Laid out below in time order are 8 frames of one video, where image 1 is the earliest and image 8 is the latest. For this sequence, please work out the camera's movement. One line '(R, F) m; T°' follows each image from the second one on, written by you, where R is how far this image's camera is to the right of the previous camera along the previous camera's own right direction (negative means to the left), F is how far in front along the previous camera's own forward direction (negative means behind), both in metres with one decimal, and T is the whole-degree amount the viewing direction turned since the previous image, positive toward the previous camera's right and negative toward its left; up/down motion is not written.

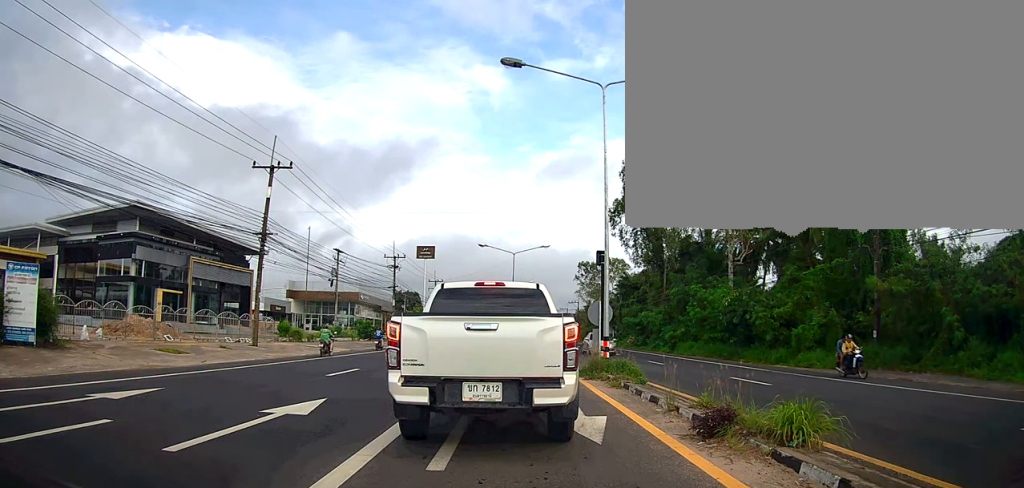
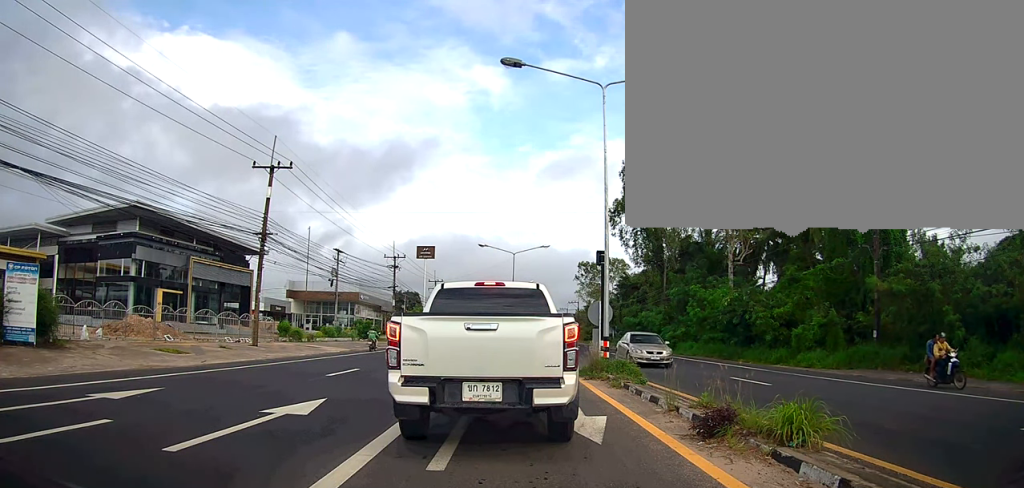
(0.0, 0.0) m; 0°
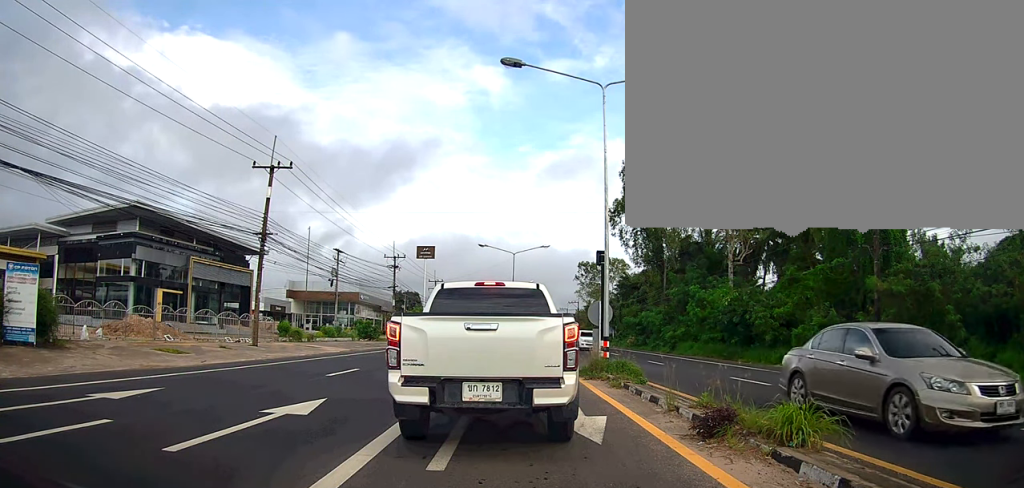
(0.0, 0.0) m; 0°
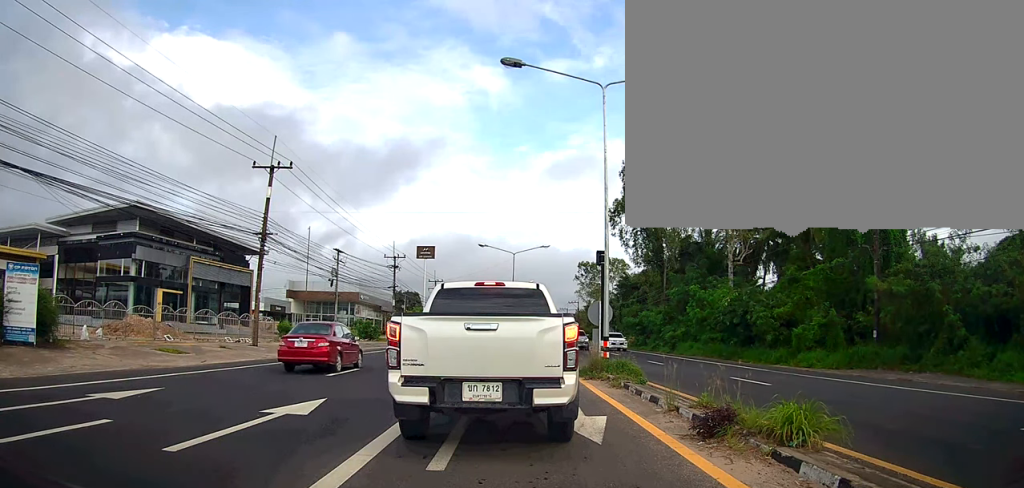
(0.0, 0.0) m; 0°
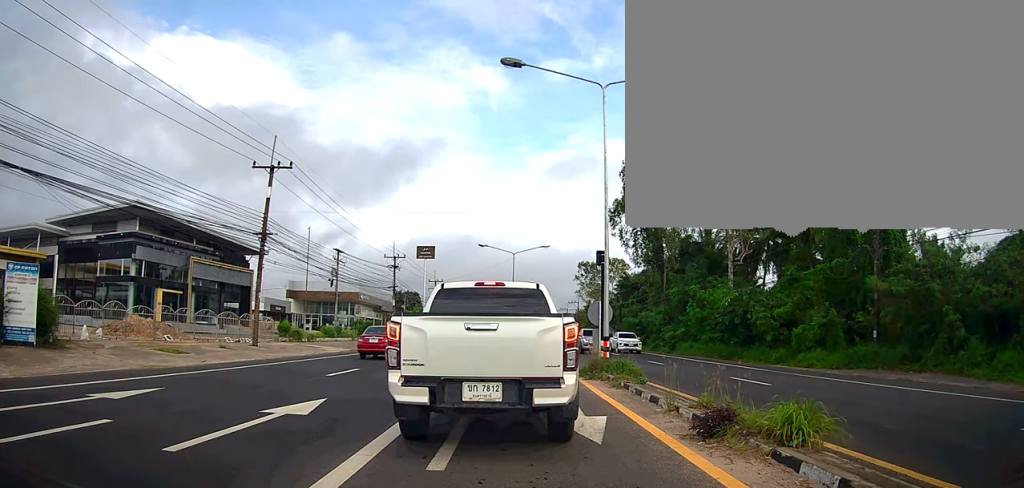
(0.0, 0.0) m; 0°
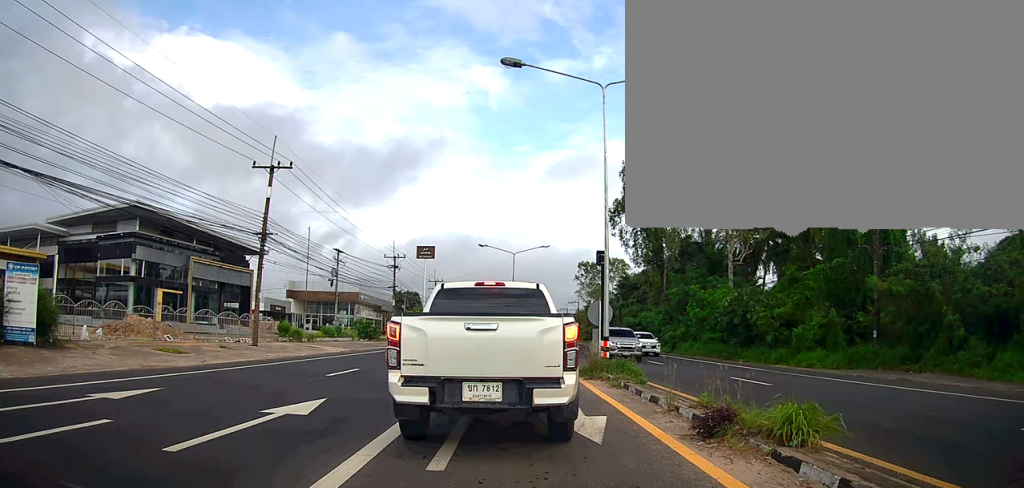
(0.0, 0.0) m; 0°
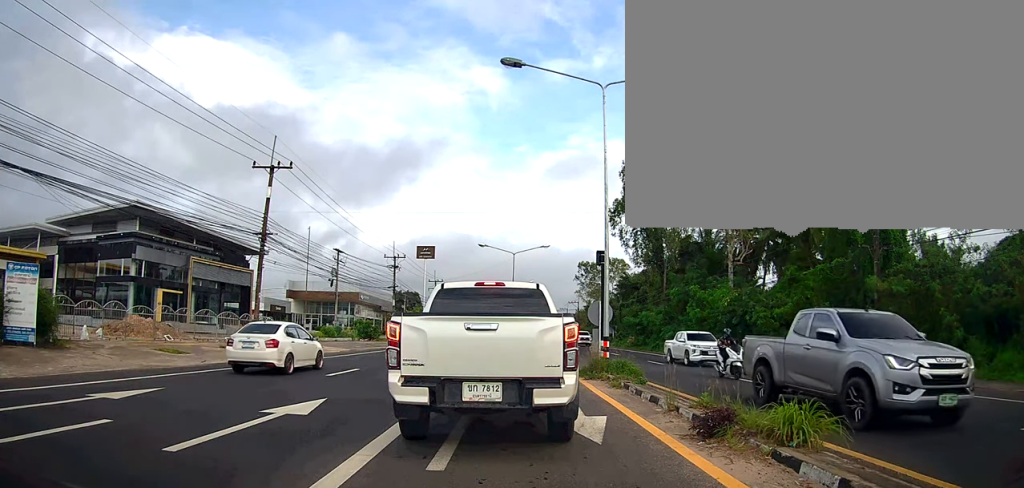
(0.0, 0.0) m; 0°
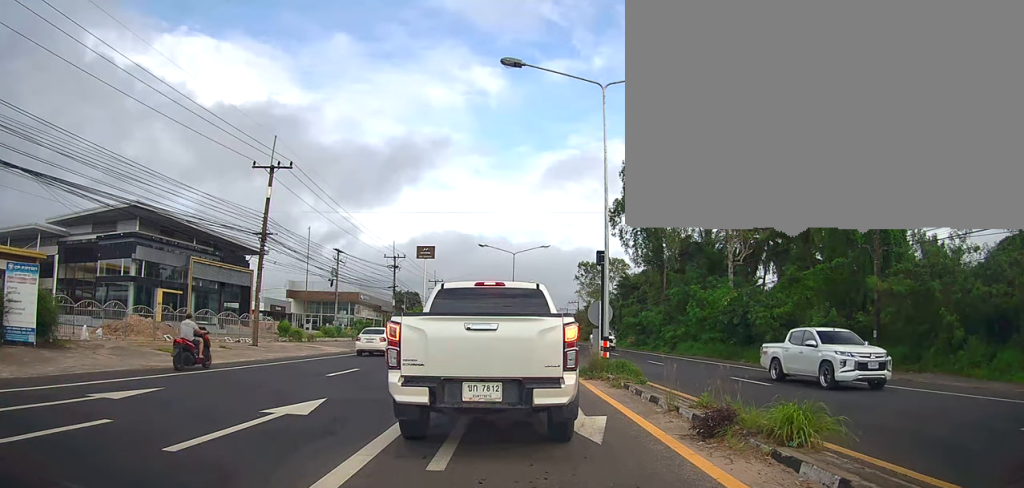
(0.0, 0.0) m; 0°
